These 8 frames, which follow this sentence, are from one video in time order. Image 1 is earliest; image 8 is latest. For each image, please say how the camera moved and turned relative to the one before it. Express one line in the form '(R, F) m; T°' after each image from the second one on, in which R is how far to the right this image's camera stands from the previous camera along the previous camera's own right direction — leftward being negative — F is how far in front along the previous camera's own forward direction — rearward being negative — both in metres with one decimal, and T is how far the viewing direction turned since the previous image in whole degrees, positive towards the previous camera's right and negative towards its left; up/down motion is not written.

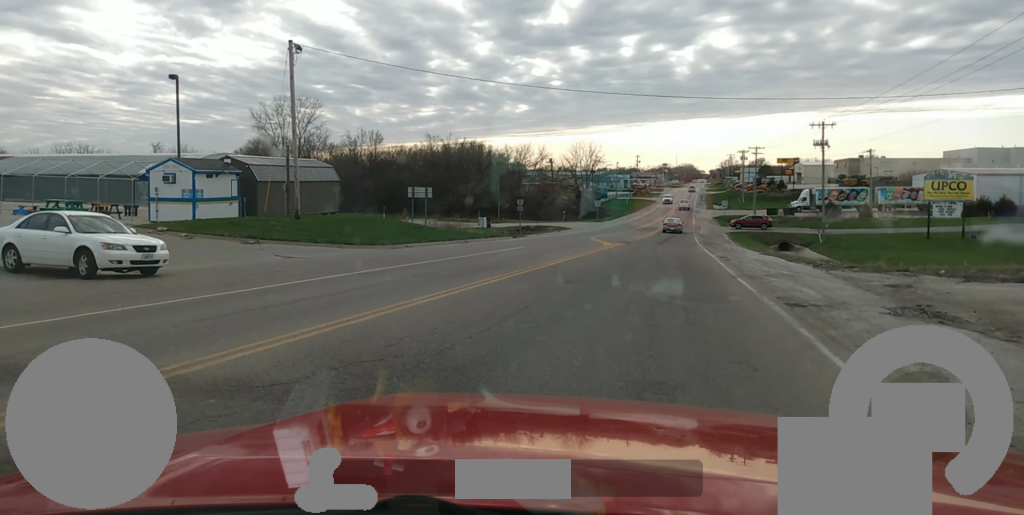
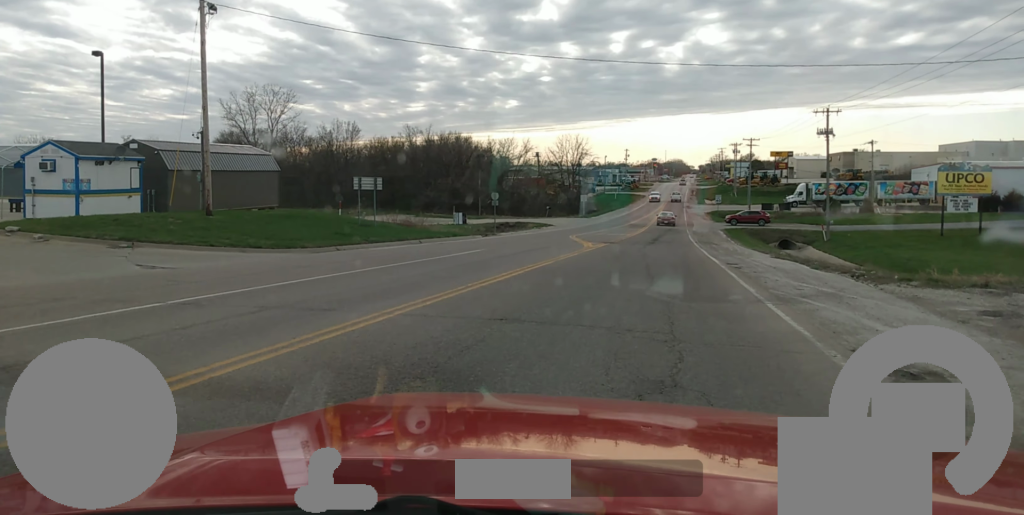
(0.0, +6.6) m; +3°
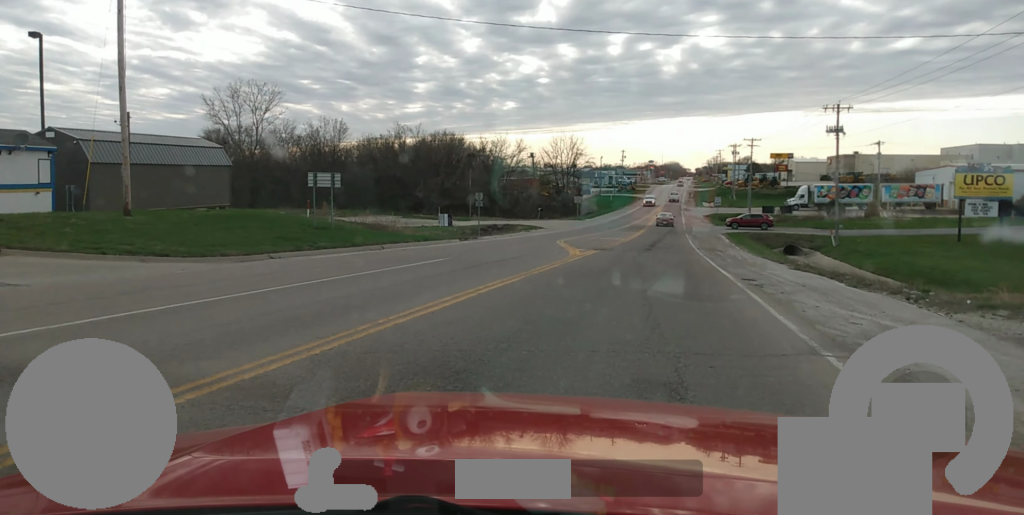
(+0.1, +4.8) m; +2°
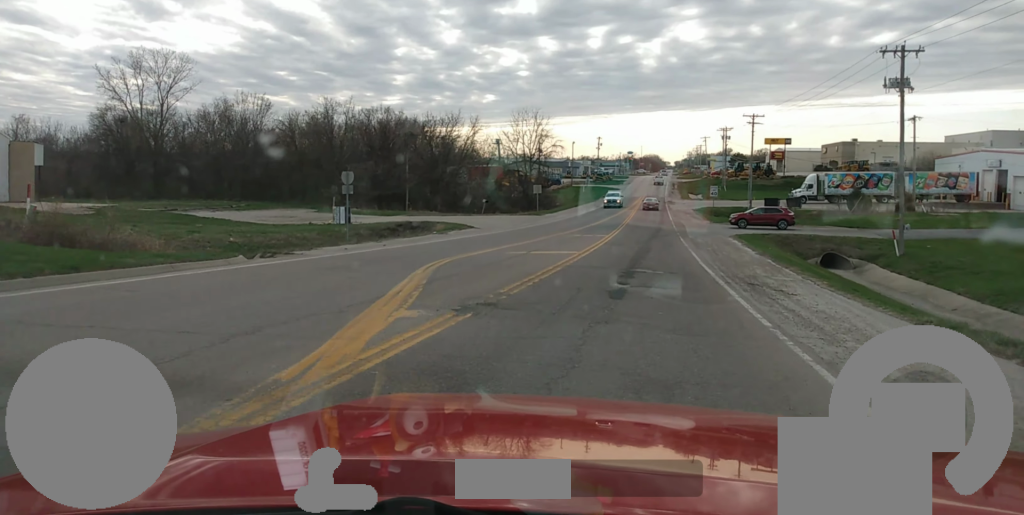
(+0.7, +20.5) m; +1°
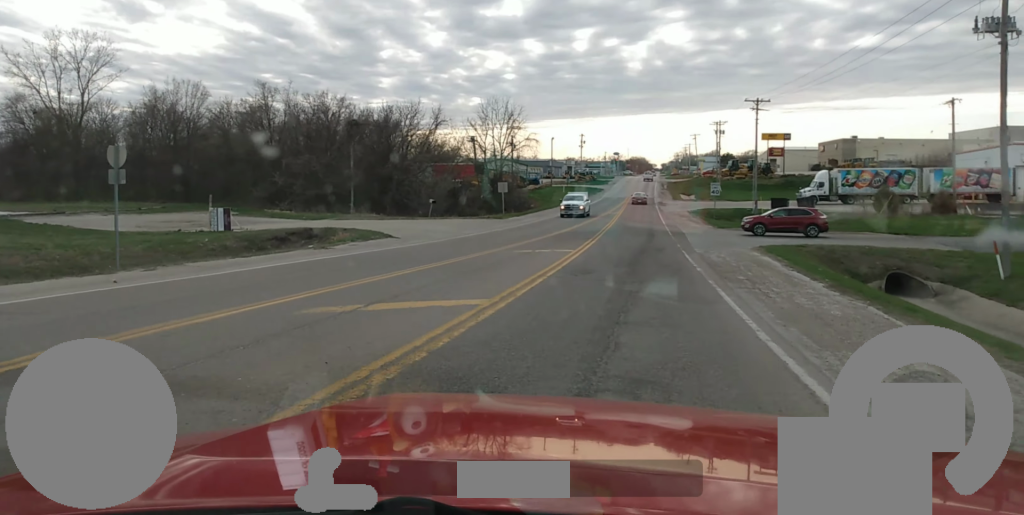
(0.0, +14.1) m; 0°
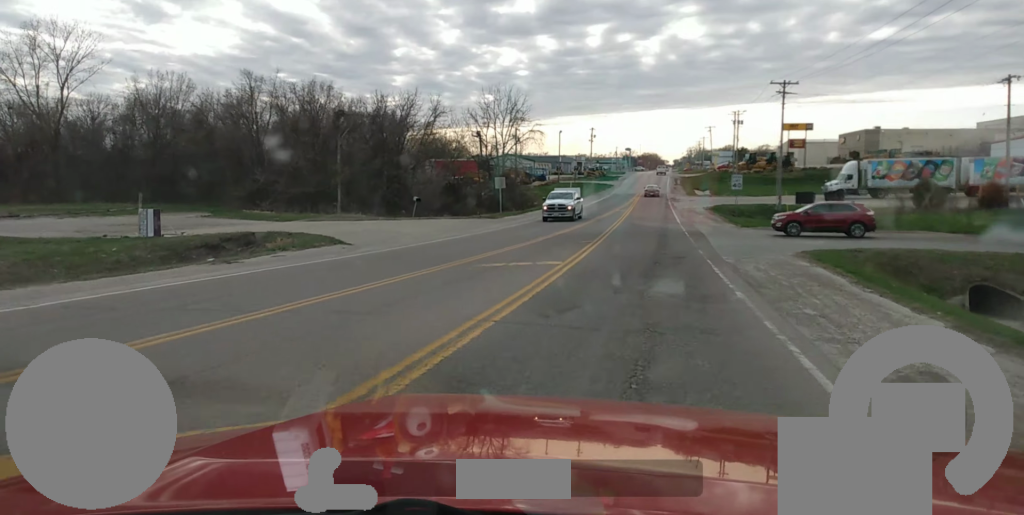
(0.0, +7.4) m; 0°
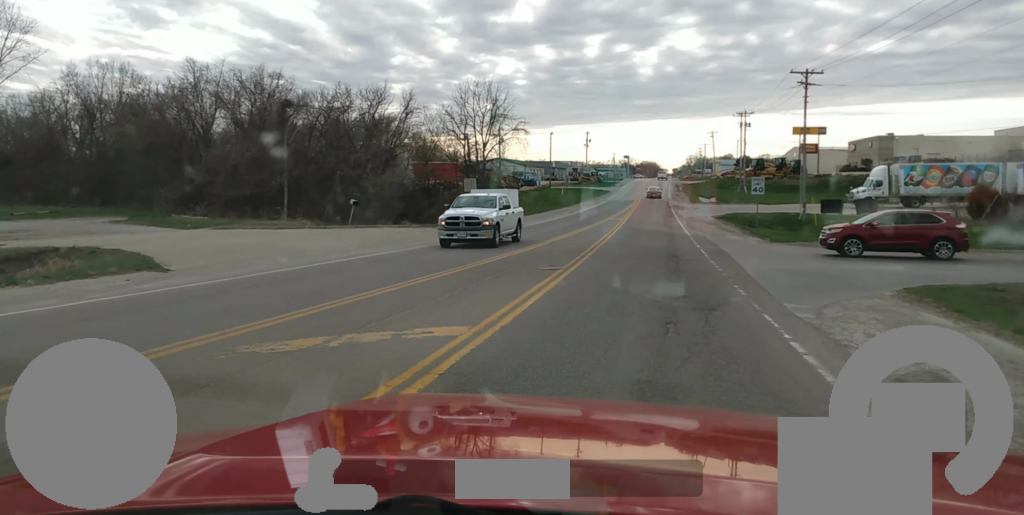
(0.0, +10.5) m; 0°
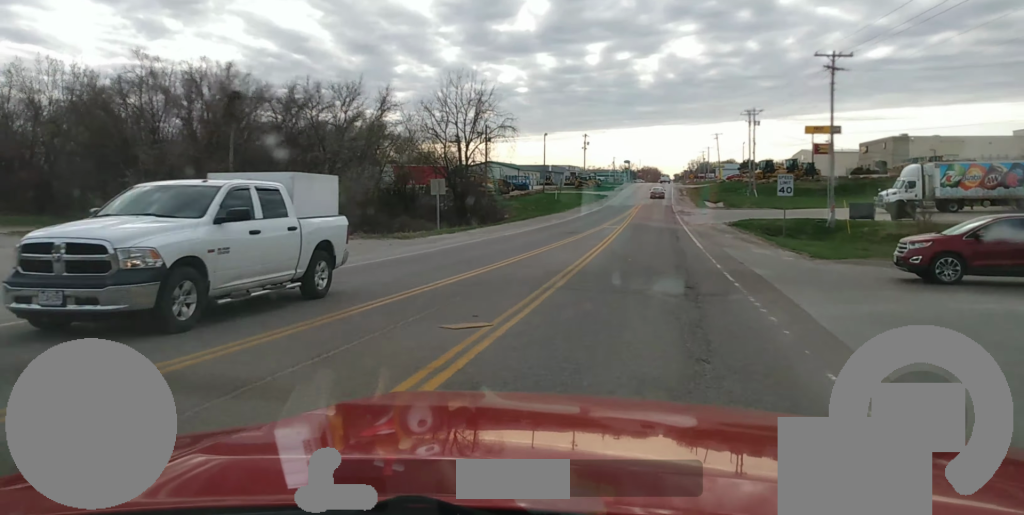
(0.0, +8.8) m; 0°
